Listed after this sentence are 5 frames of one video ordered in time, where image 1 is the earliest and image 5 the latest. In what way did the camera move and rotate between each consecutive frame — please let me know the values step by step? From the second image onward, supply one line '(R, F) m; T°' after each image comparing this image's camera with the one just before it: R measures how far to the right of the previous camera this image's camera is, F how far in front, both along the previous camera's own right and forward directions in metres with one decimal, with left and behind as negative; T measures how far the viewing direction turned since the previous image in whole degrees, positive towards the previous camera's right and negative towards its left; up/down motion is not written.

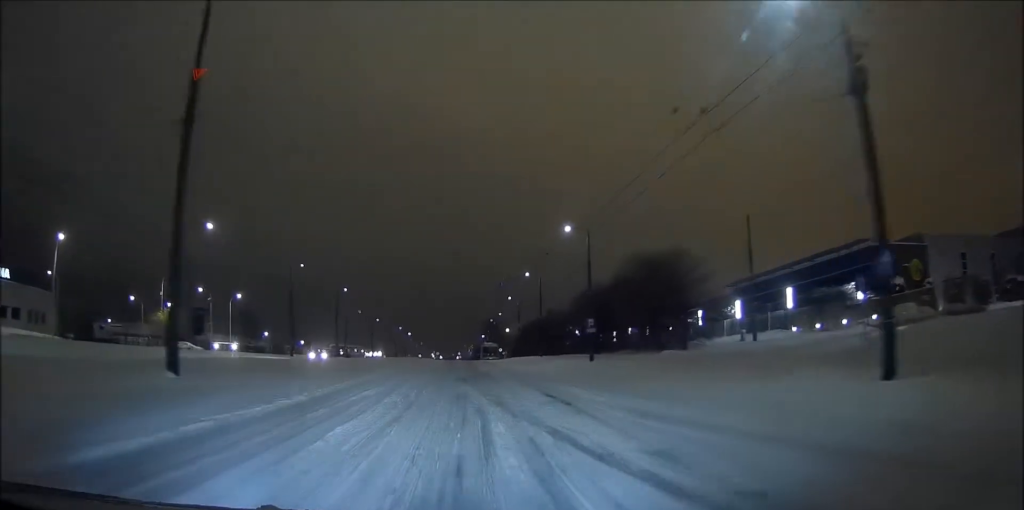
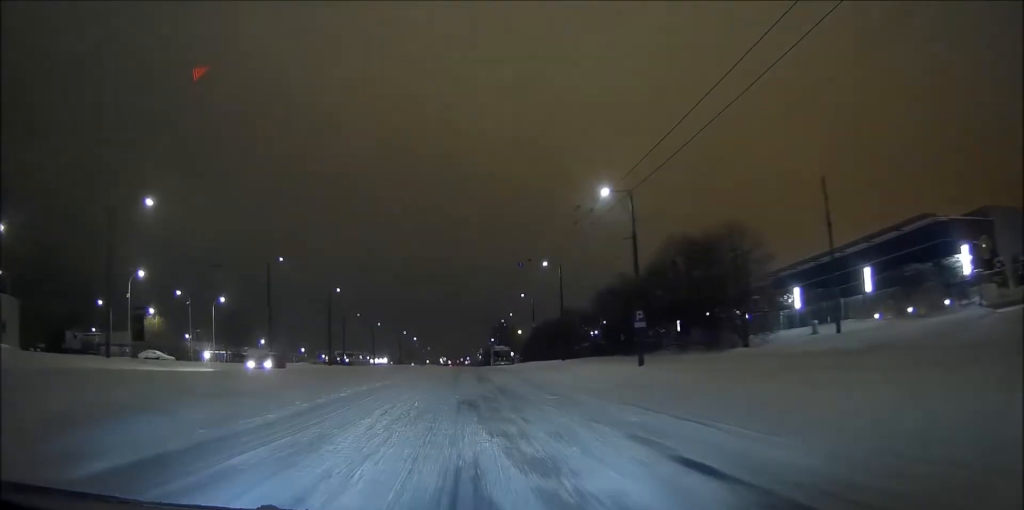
(-0.1, +11.2) m; 0°
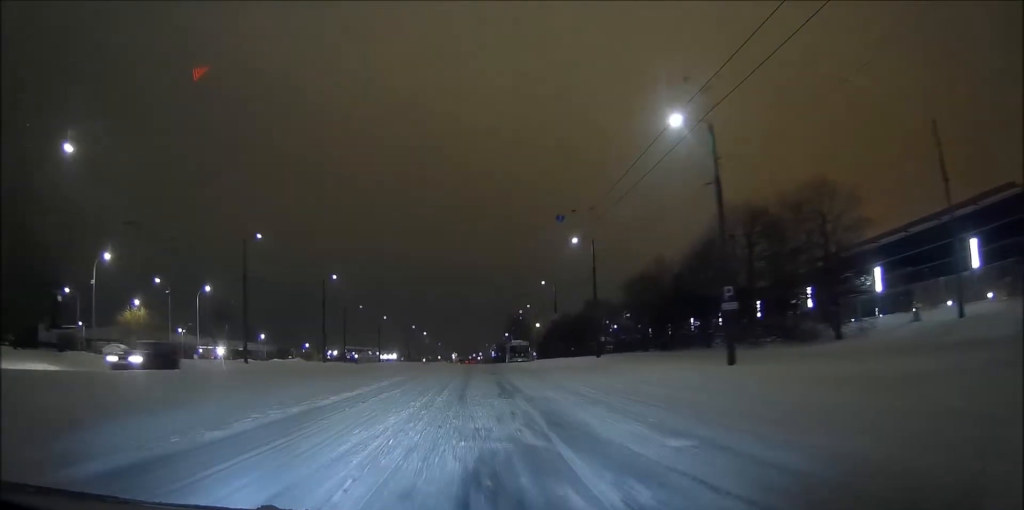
(+0.1, +10.7) m; 0°
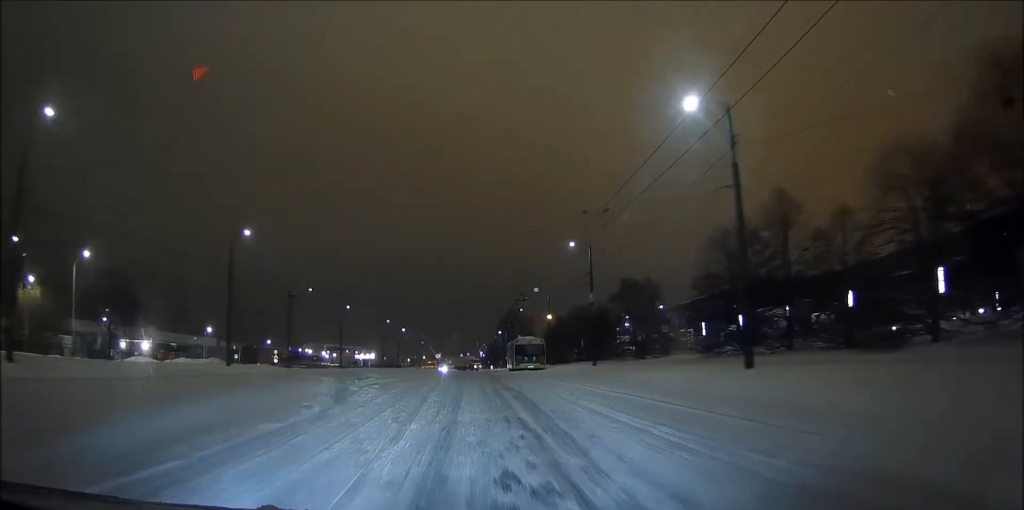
(-0.4, +29.7) m; 0°
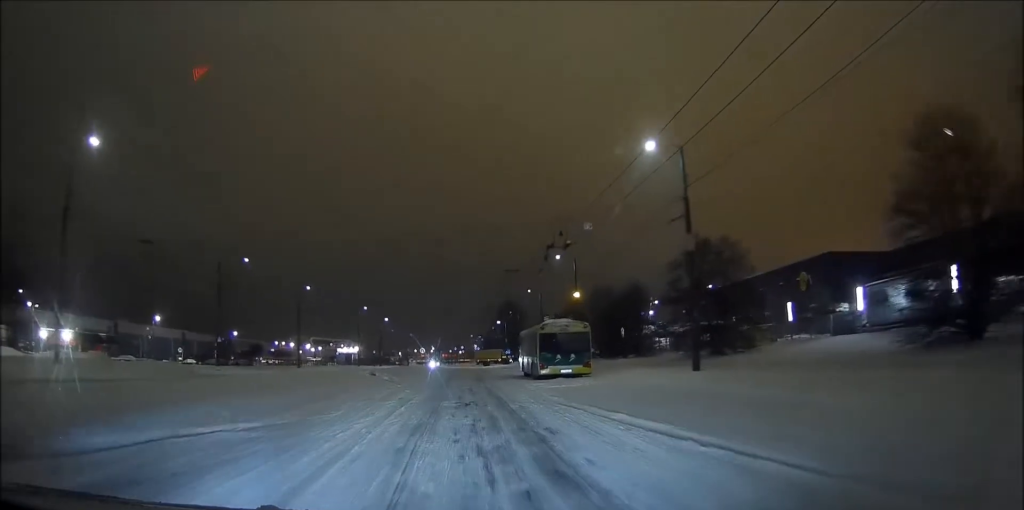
(+0.2, +23.8) m; 0°
